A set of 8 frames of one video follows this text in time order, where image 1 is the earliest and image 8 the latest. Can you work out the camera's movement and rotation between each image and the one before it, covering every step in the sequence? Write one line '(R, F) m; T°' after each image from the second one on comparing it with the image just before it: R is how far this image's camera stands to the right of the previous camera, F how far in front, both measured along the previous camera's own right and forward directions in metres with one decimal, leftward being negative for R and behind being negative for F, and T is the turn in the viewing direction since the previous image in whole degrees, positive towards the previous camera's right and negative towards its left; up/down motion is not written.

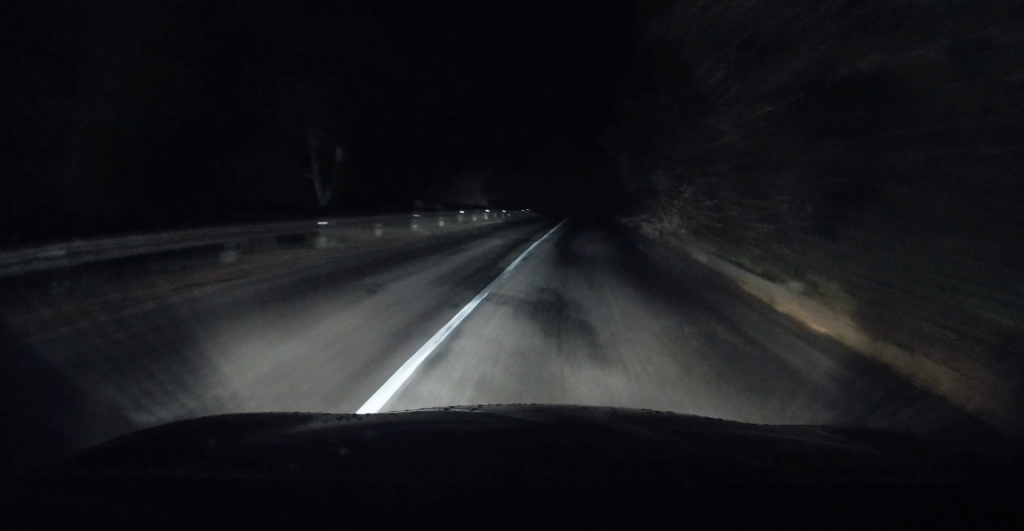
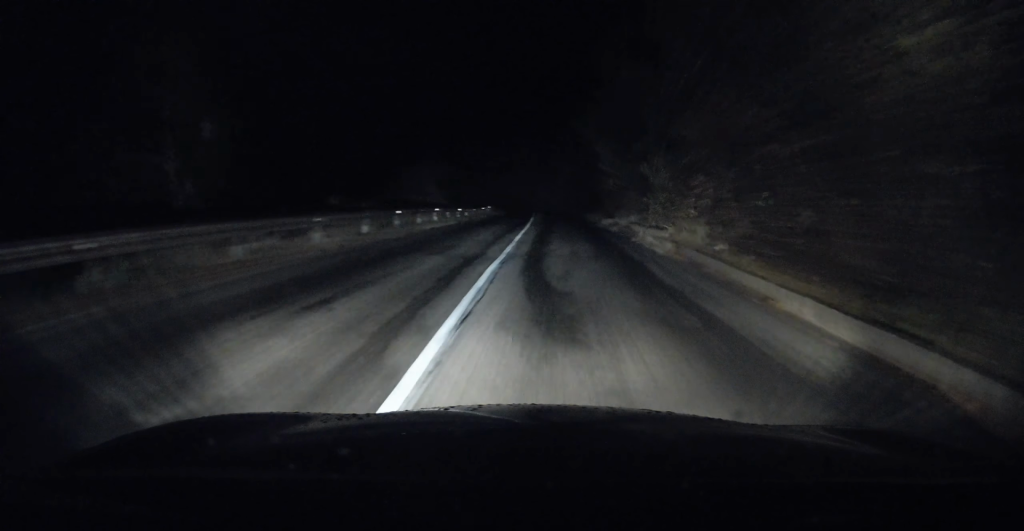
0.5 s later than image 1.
(-0.2, +7.1) m; +1°
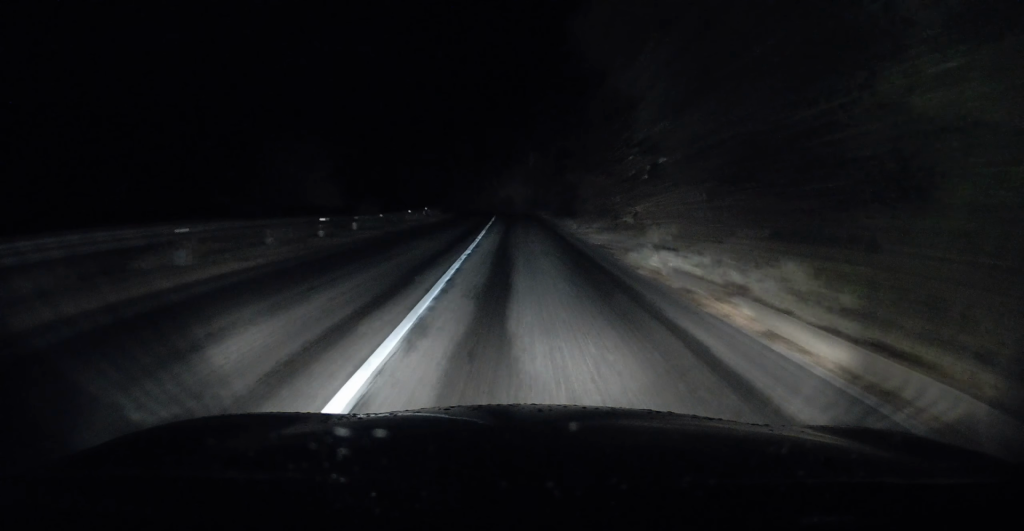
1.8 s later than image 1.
(+0.9, +19.9) m; +7°
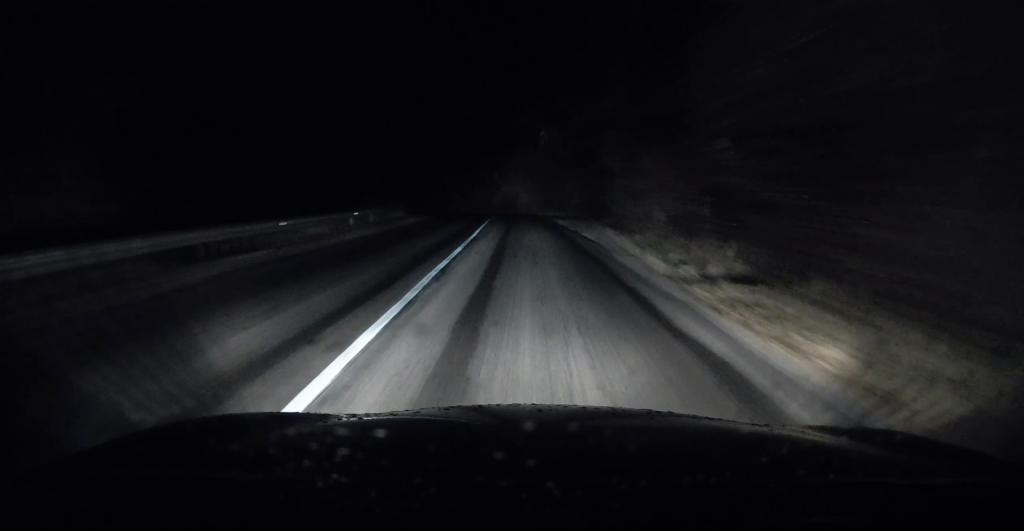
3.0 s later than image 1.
(+2.3, +17.9) m; +14°
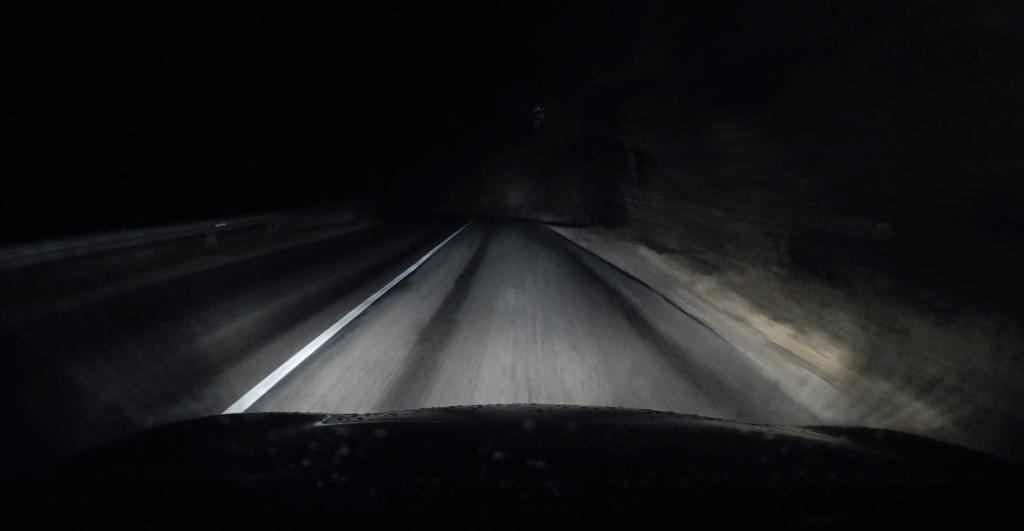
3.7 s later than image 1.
(+1.0, +9.9) m; +4°
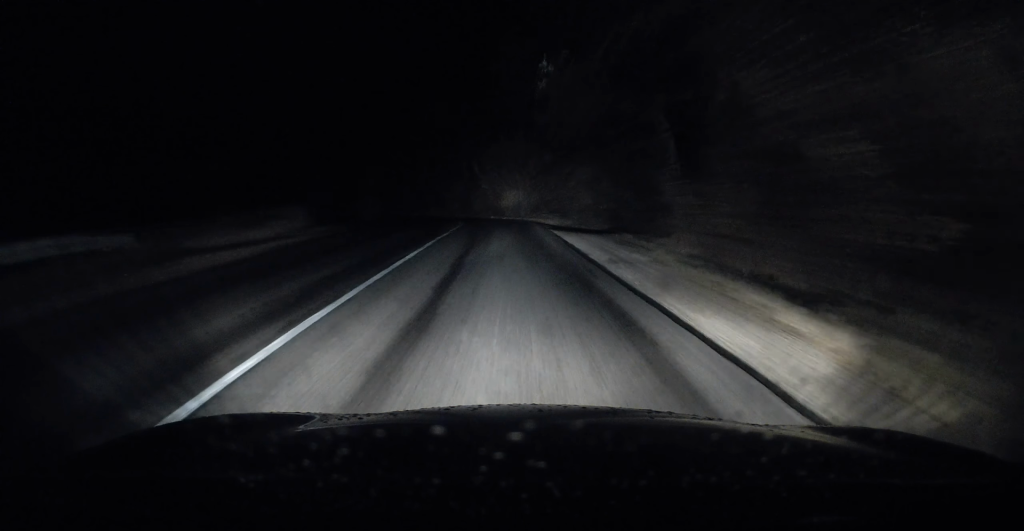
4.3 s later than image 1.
(-0.2, +8.8) m; -2°
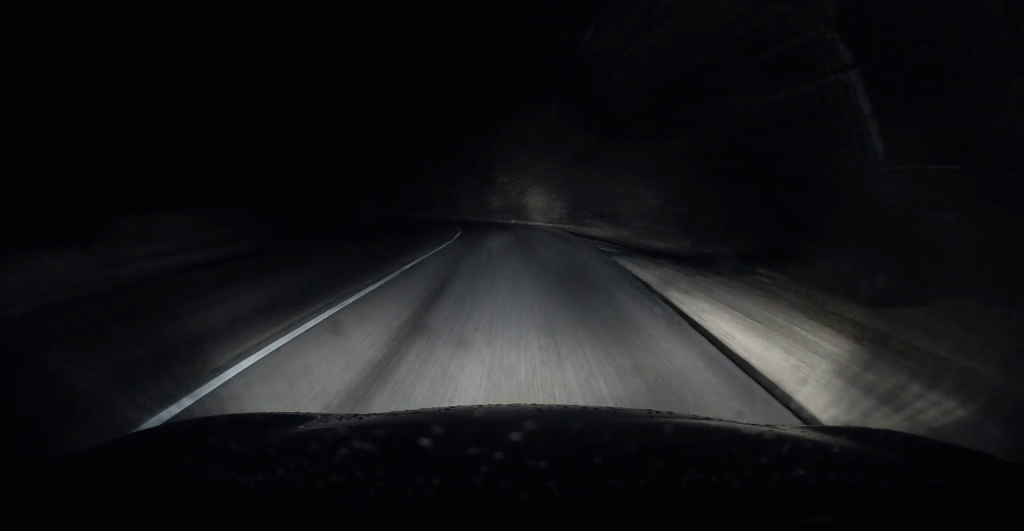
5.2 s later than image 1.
(-0.4, +13.1) m; -3°
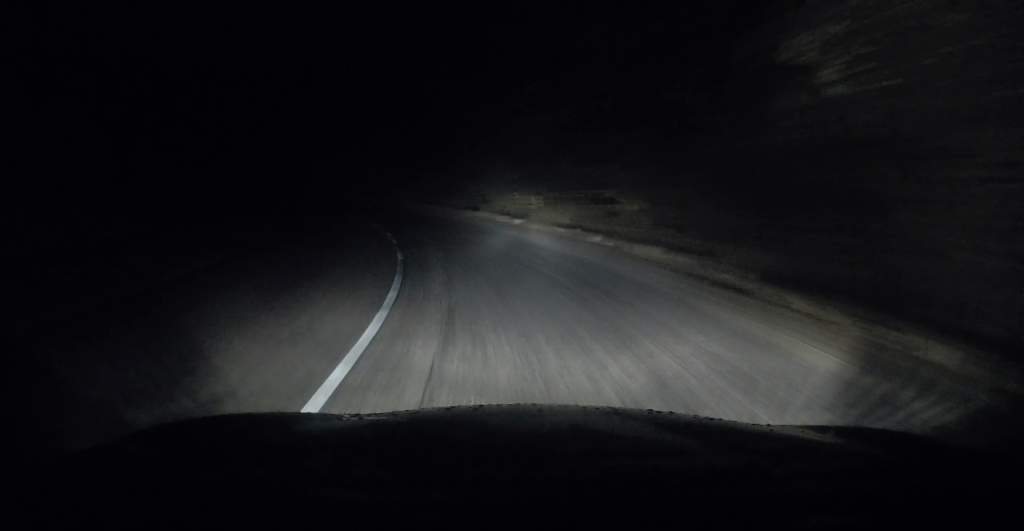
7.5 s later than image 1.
(-3.8, +32.6) m; -19°
